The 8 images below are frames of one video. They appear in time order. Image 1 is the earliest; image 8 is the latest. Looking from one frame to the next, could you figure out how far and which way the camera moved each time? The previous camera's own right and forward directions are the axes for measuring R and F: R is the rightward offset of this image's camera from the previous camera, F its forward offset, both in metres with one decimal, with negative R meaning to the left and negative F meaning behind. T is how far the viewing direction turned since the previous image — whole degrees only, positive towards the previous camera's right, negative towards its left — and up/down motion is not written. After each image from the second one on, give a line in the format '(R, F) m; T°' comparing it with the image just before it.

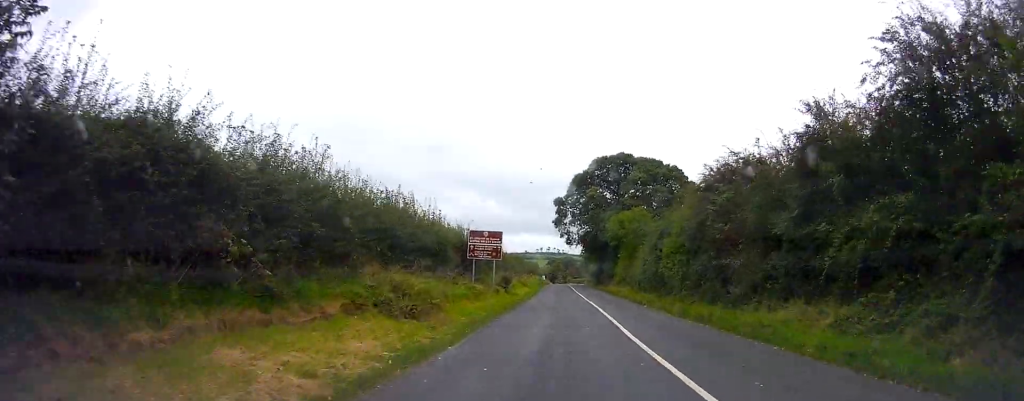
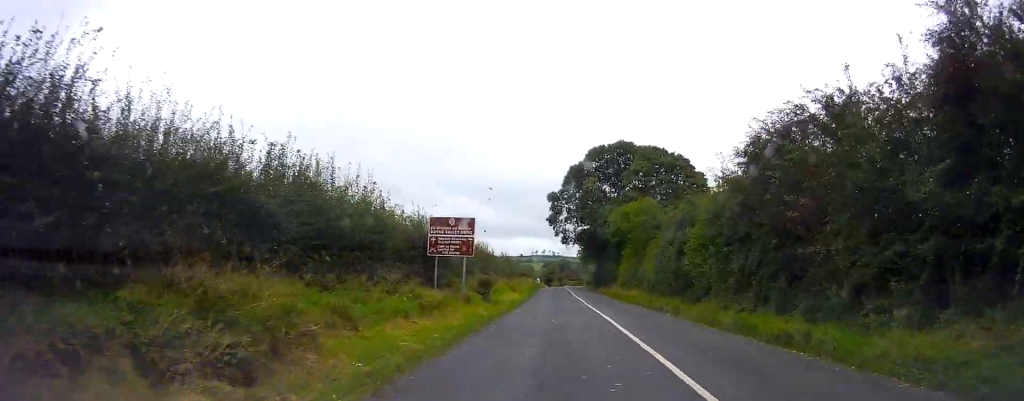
(-0.1, +6.7) m; +3°
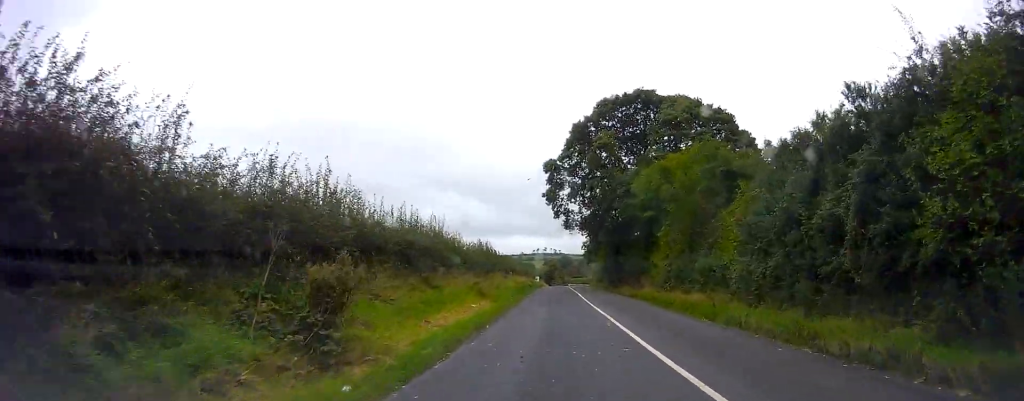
(+0.8, +16.2) m; 0°
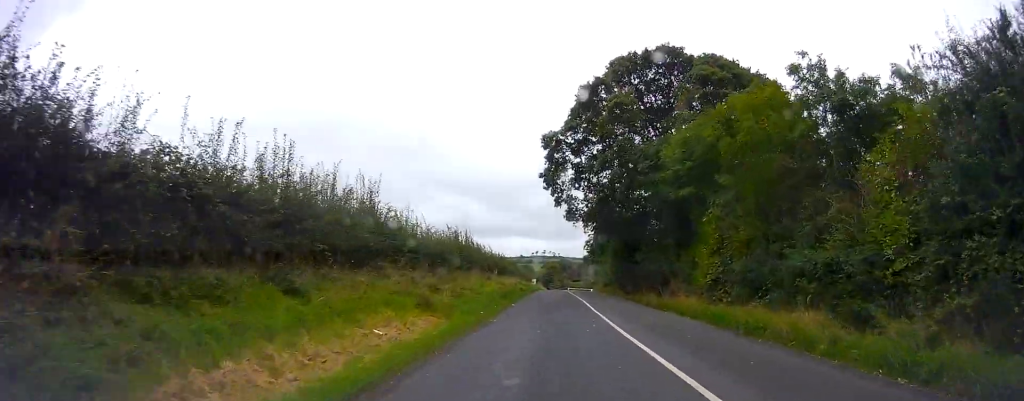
(-0.4, +9.8) m; -3°
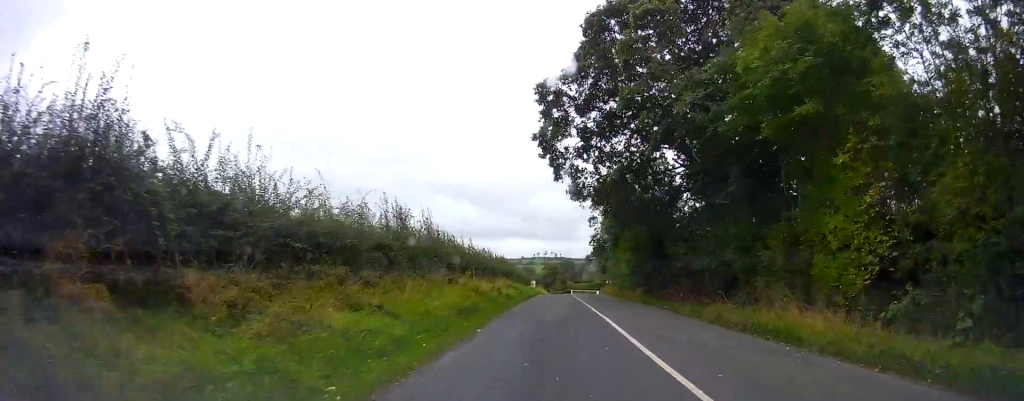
(0.0, +10.7) m; 0°
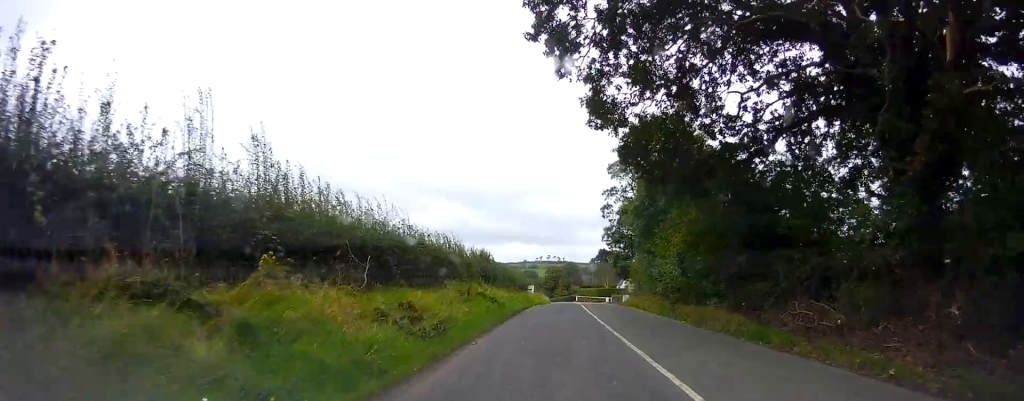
(0.0, +14.9) m; 0°
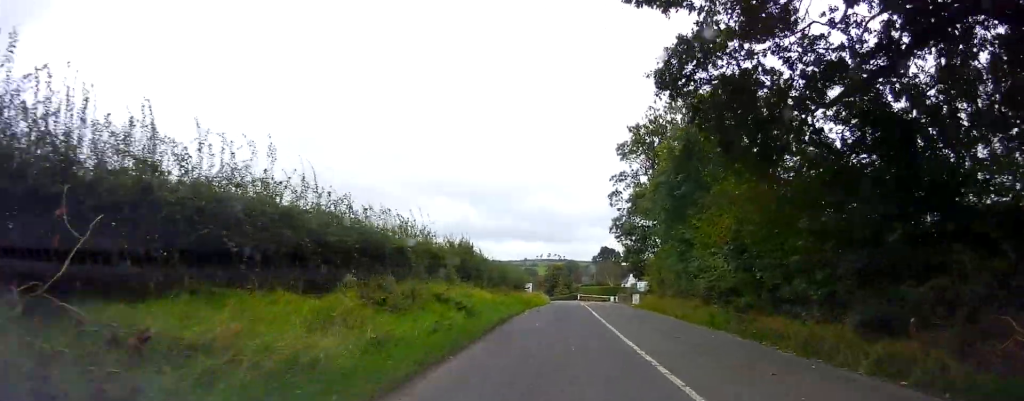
(0.0, +7.4) m; 0°
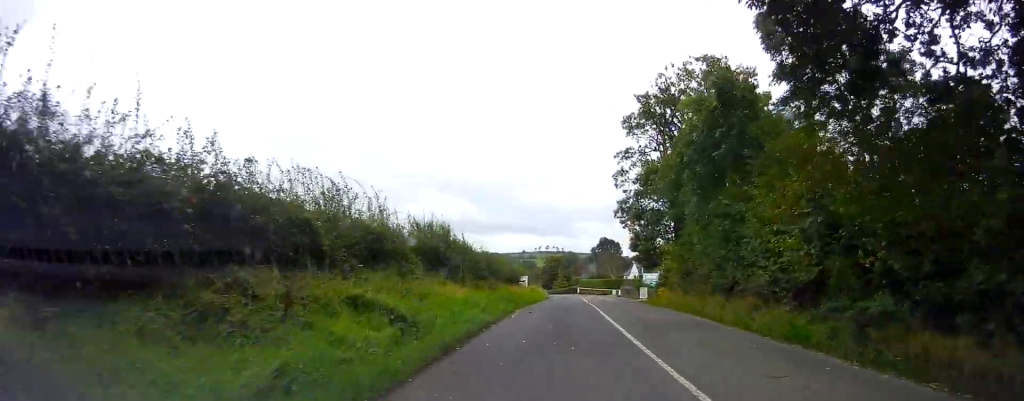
(0.0, +5.6) m; 0°
